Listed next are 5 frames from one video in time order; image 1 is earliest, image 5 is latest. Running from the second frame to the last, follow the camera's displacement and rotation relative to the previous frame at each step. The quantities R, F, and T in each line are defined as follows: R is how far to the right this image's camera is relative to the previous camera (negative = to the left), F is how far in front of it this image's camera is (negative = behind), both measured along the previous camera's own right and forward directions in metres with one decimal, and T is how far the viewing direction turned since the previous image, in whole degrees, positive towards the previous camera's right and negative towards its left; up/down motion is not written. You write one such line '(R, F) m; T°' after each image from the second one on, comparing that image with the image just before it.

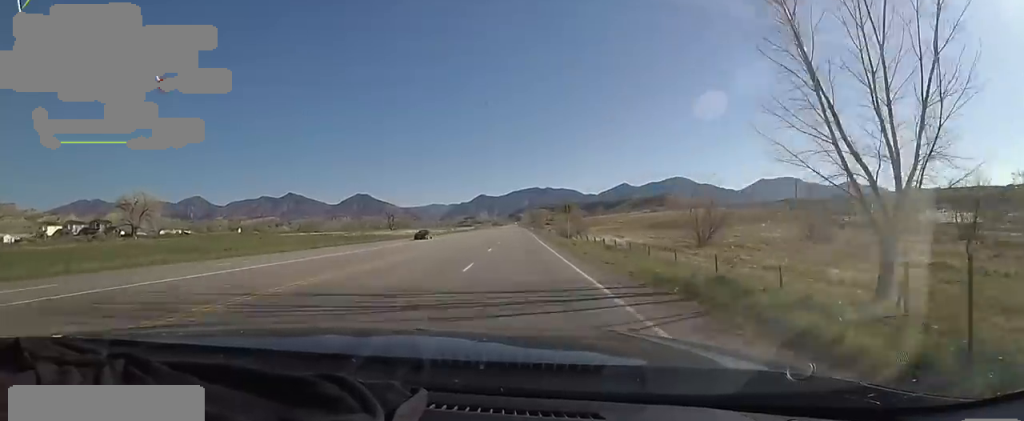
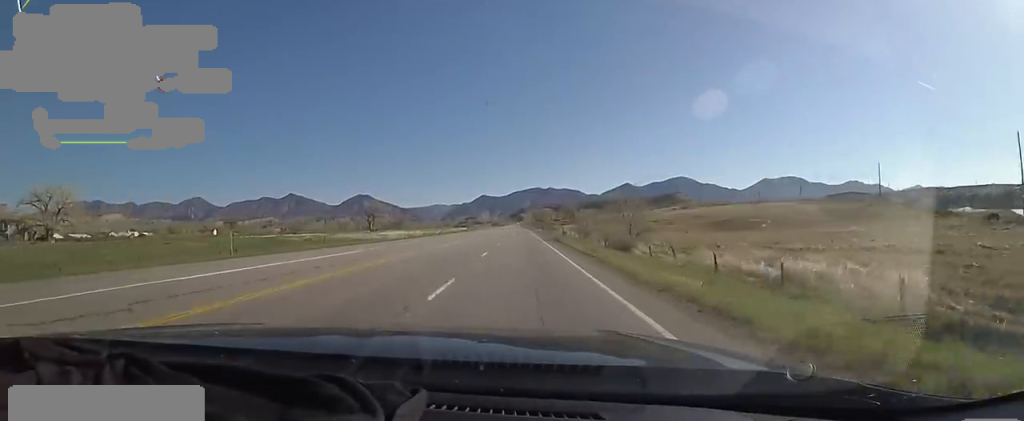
(0.0, +42.7) m; 0°
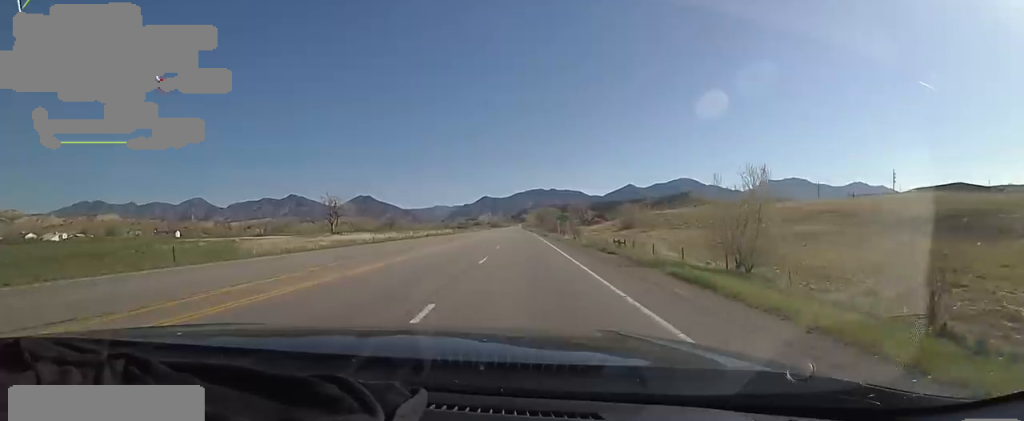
(+2.3, +53.6) m; +2°
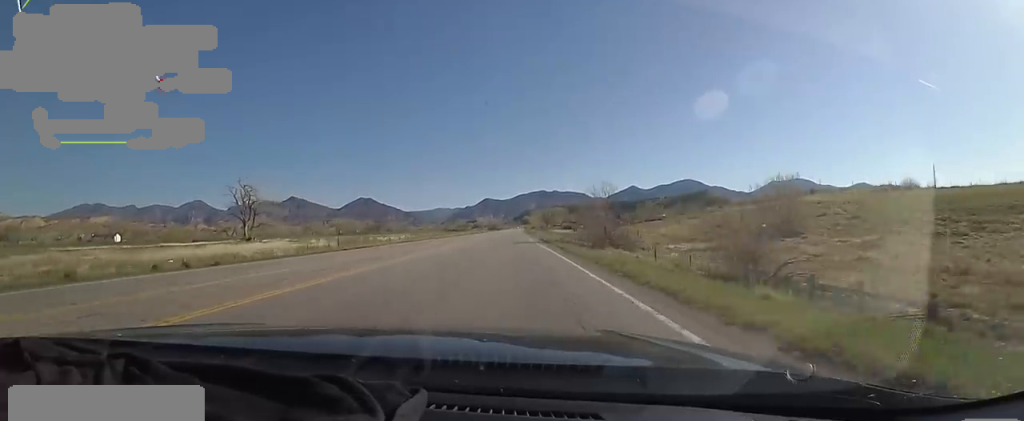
(-2.9, +66.0) m; 0°
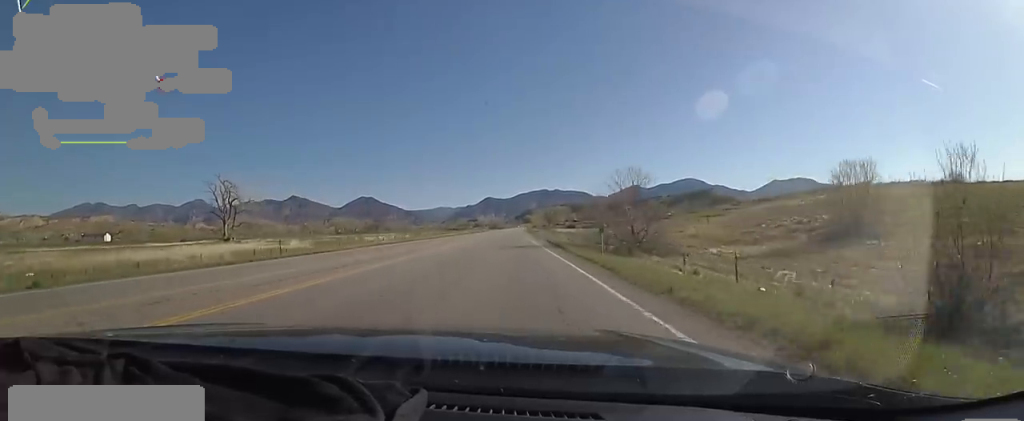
(+0.3, +10.7) m; 0°
